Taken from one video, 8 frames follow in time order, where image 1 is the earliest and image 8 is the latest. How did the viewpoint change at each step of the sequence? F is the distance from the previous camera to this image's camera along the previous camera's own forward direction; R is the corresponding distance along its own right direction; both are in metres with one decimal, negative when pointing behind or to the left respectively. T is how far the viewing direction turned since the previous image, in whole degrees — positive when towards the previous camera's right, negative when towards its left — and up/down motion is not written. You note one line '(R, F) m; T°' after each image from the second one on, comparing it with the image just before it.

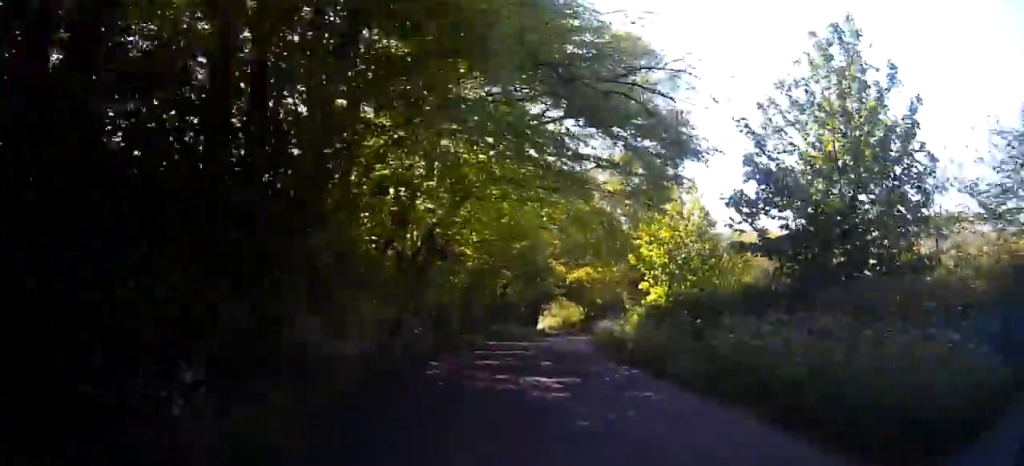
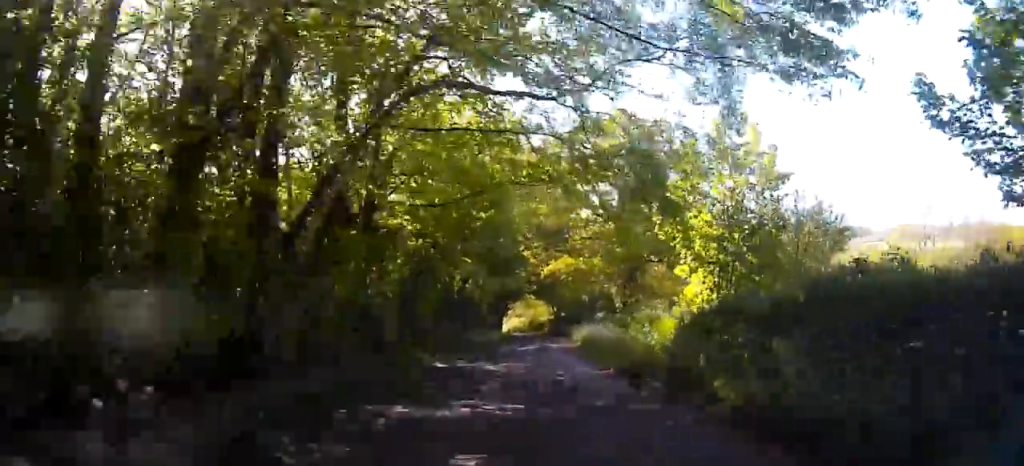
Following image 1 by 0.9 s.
(+0.9, +10.4) m; +5°
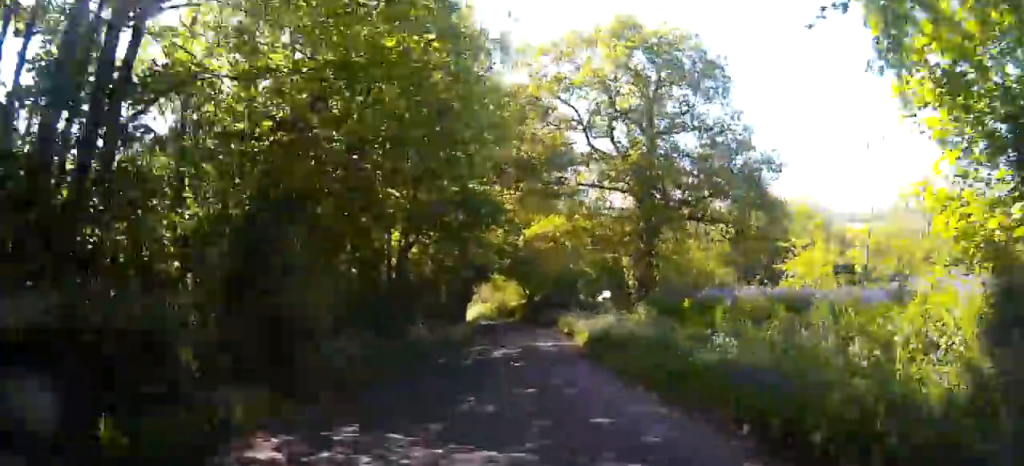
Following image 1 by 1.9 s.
(0.0, +12.8) m; 0°
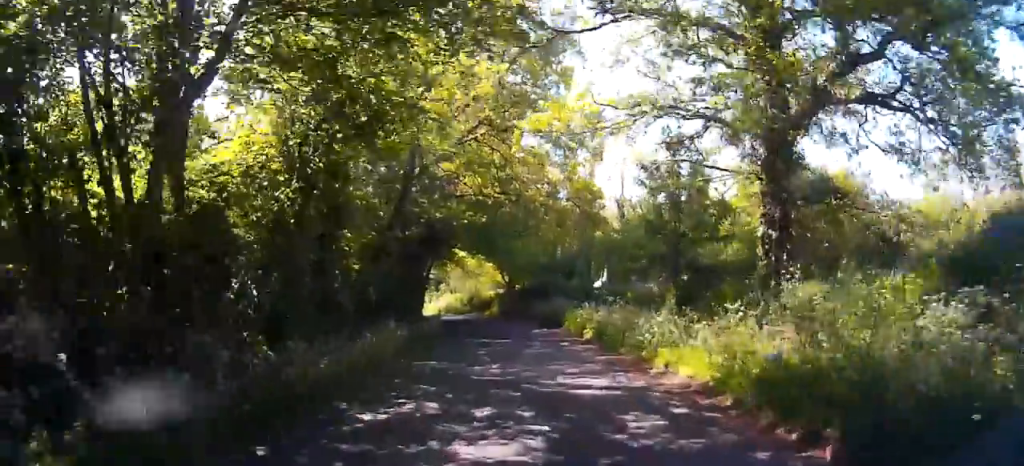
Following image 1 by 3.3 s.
(0.0, +16.1) m; 0°
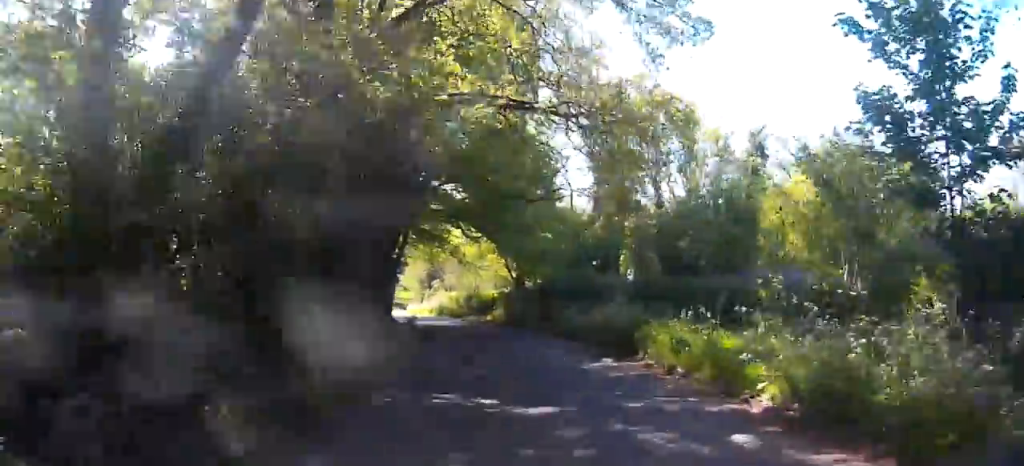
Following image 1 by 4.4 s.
(0.0, +12.9) m; 0°
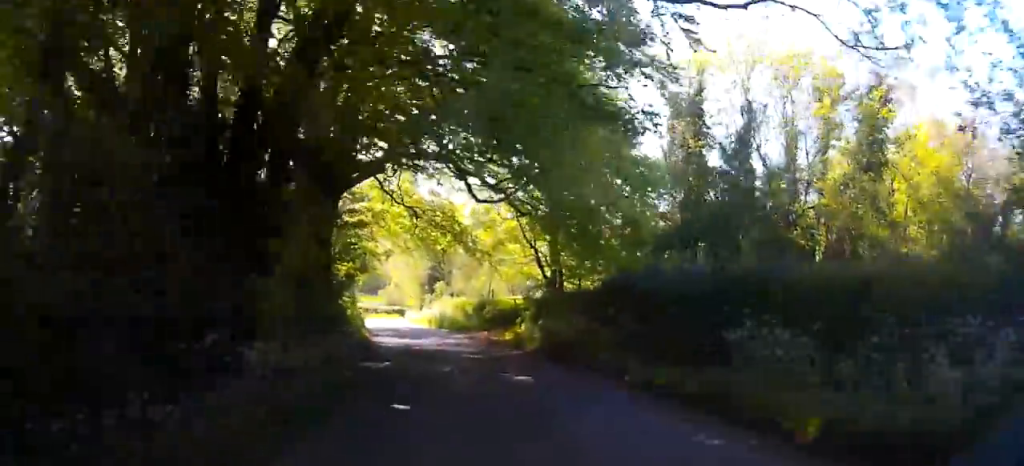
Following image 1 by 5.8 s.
(0.0, +15.5) m; -1°
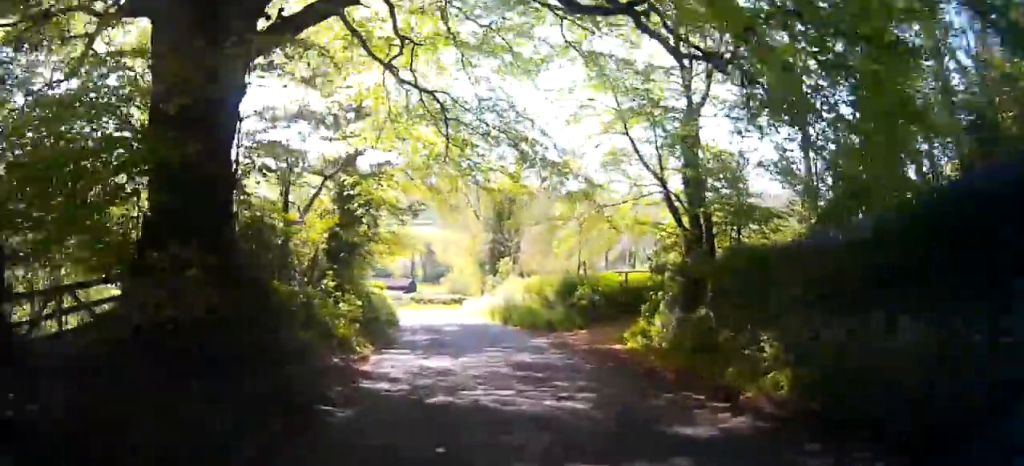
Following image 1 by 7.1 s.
(-0.4, +13.9) m; -3°
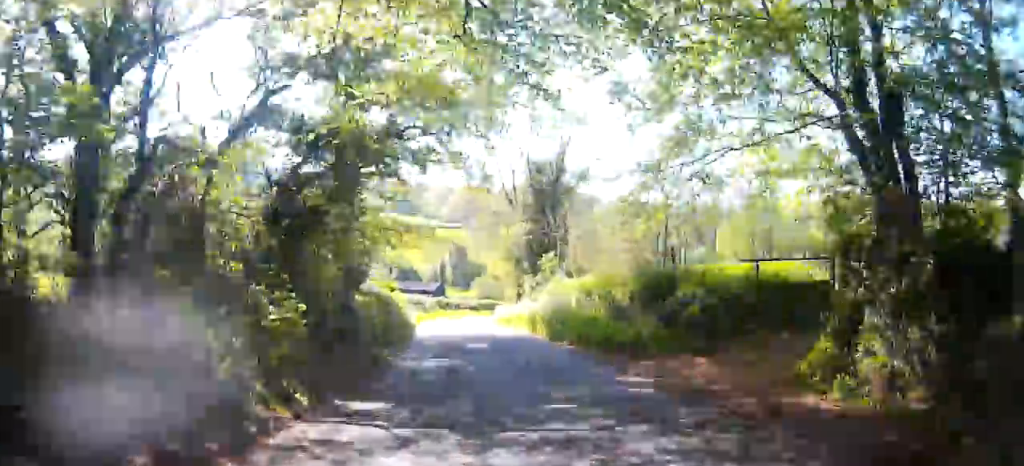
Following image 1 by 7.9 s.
(0.0, +8.2) m; -2°
